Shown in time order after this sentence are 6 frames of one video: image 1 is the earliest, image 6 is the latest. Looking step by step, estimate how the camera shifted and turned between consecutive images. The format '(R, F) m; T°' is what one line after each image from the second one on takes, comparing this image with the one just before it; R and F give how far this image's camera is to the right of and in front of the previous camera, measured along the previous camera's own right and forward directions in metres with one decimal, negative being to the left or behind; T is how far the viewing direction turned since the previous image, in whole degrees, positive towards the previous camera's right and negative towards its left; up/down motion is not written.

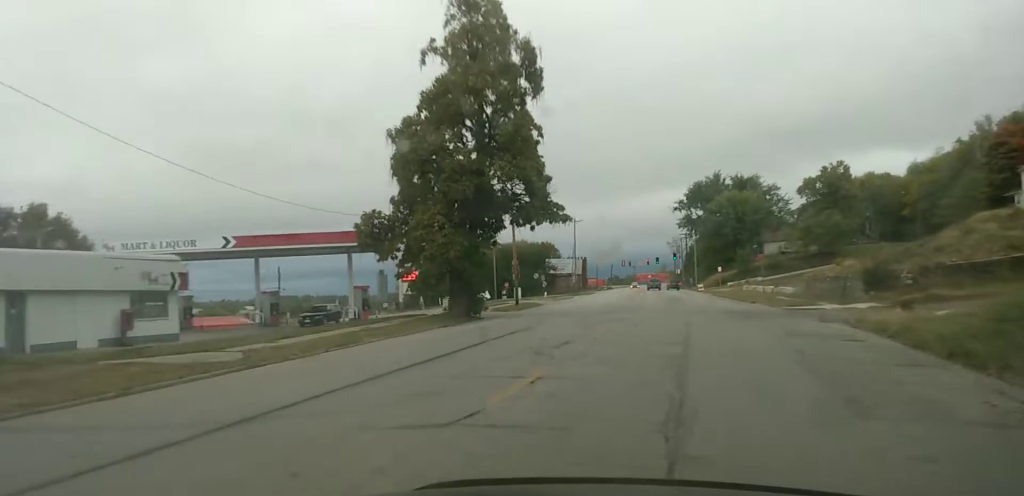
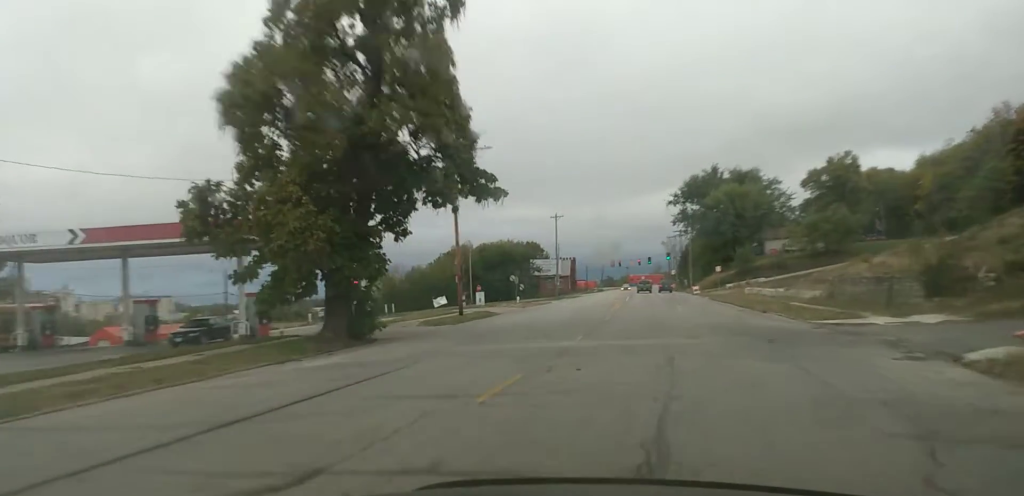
(+0.2, +13.5) m; +1°
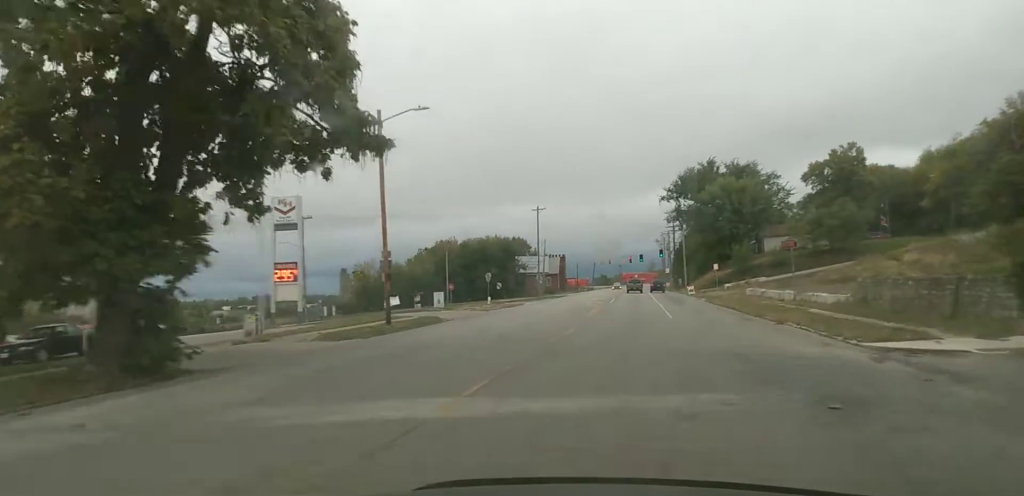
(0.0, +10.0) m; 0°
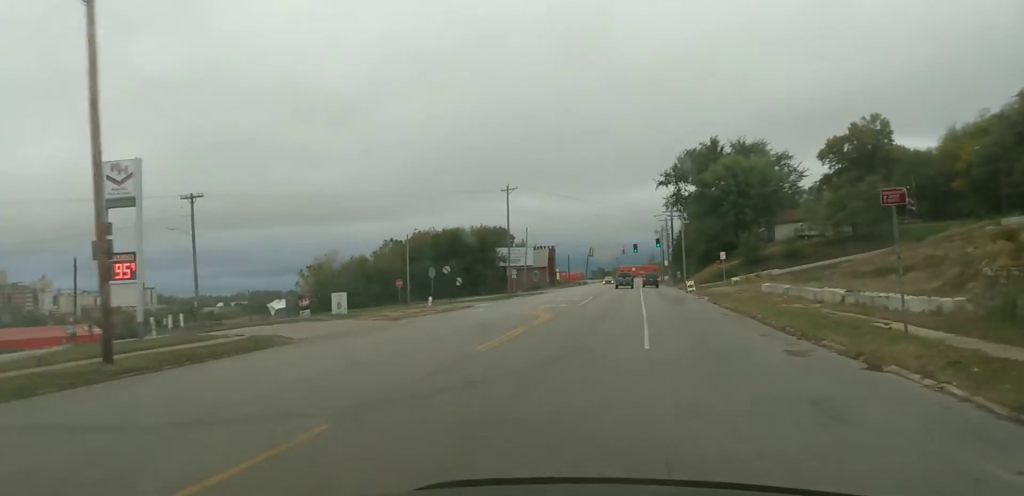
(-0.1, +17.0) m; -1°
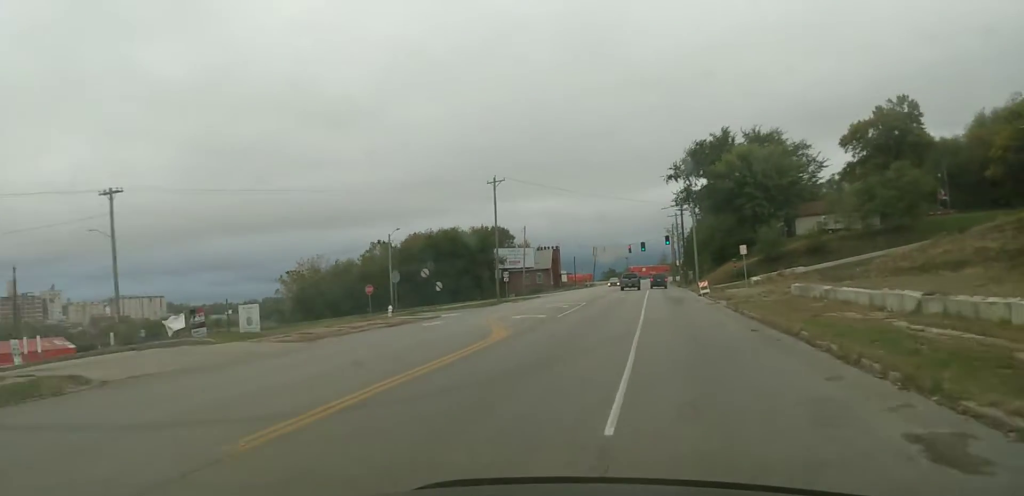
(-0.2, +10.3) m; 0°
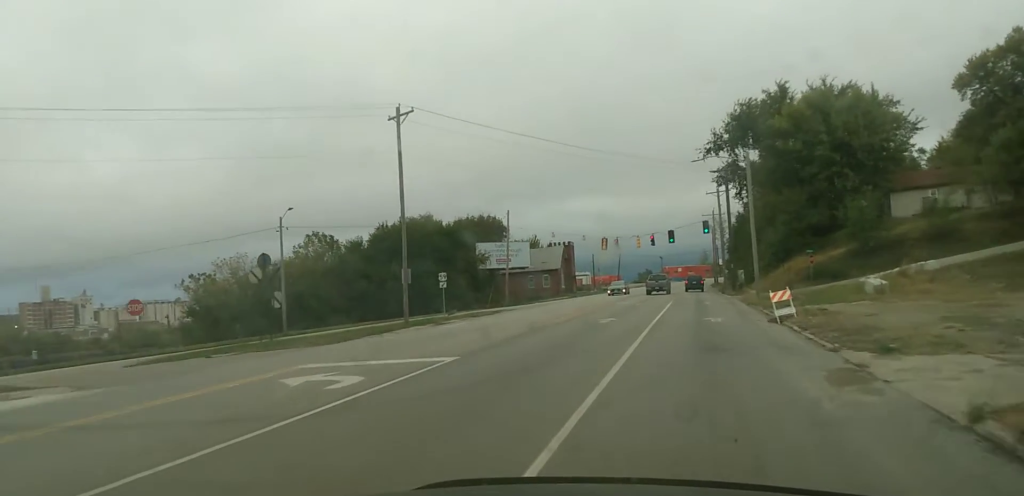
(-0.9, +33.6) m; -5°
